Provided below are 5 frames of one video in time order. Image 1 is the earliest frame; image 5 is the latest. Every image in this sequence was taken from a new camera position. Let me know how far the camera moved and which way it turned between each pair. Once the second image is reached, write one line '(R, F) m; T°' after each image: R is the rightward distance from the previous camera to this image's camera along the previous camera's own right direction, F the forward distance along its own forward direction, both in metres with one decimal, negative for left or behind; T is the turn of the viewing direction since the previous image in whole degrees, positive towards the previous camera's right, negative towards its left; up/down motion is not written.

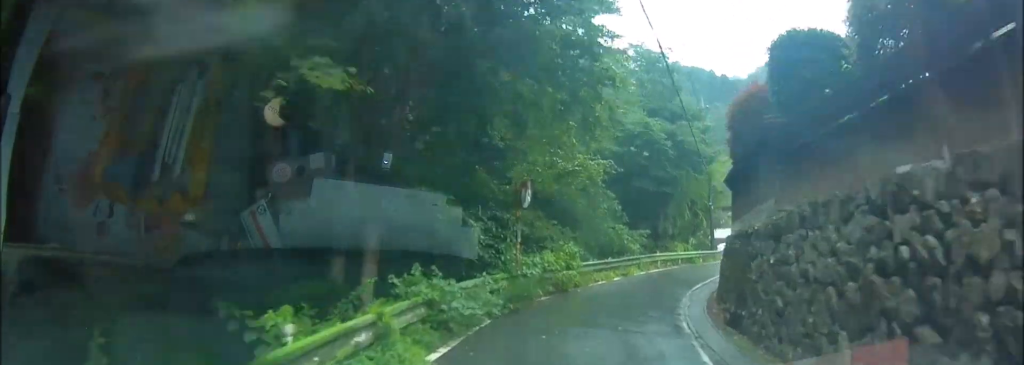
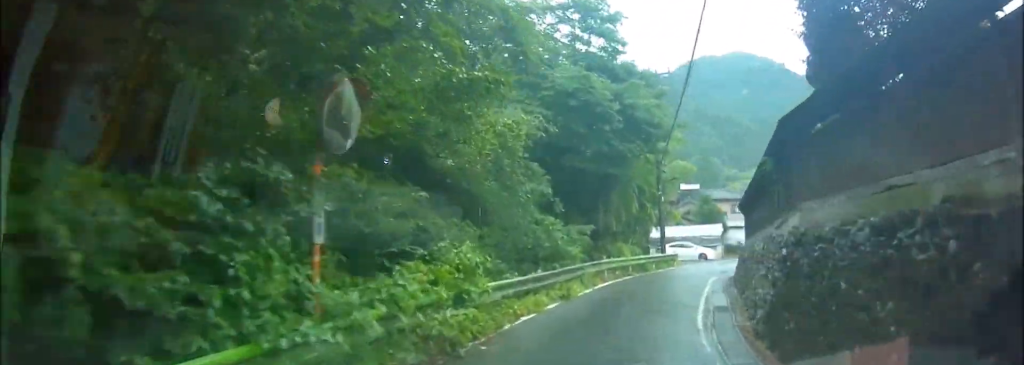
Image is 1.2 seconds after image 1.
(+0.8, +11.5) m; +2°
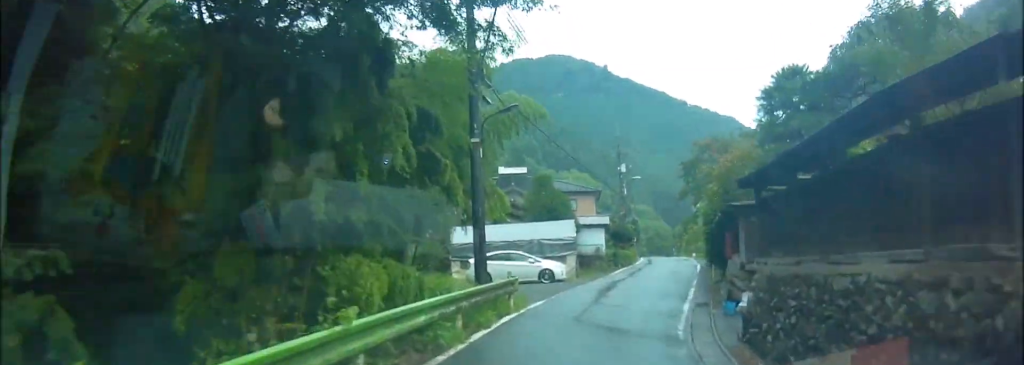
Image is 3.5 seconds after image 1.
(+2.2, +21.6) m; +16°
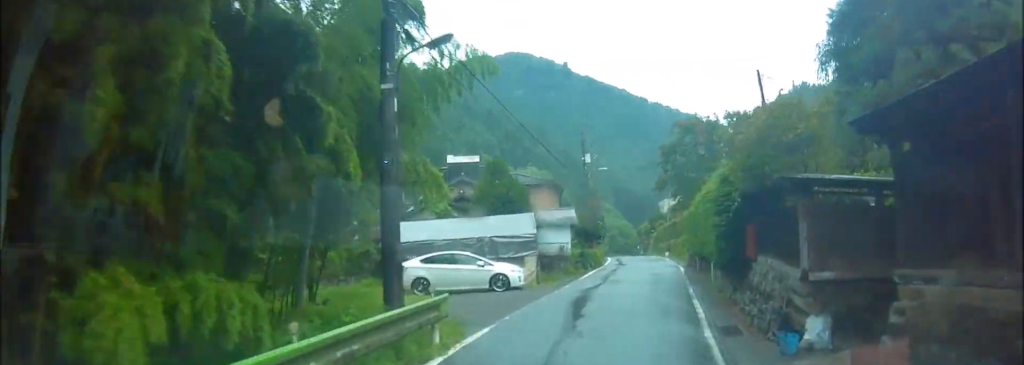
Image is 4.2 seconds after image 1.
(+0.1, +5.7) m; +1°
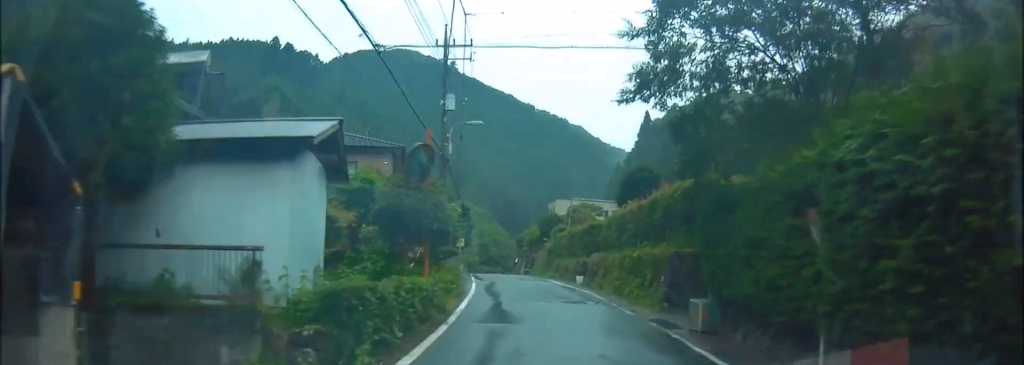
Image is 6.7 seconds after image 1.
(+1.9, +22.0) m; +15°
